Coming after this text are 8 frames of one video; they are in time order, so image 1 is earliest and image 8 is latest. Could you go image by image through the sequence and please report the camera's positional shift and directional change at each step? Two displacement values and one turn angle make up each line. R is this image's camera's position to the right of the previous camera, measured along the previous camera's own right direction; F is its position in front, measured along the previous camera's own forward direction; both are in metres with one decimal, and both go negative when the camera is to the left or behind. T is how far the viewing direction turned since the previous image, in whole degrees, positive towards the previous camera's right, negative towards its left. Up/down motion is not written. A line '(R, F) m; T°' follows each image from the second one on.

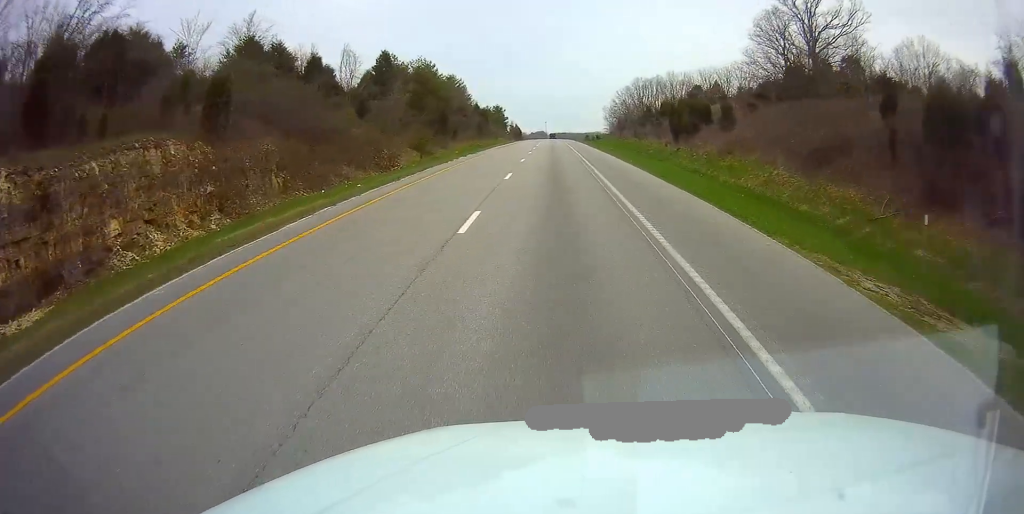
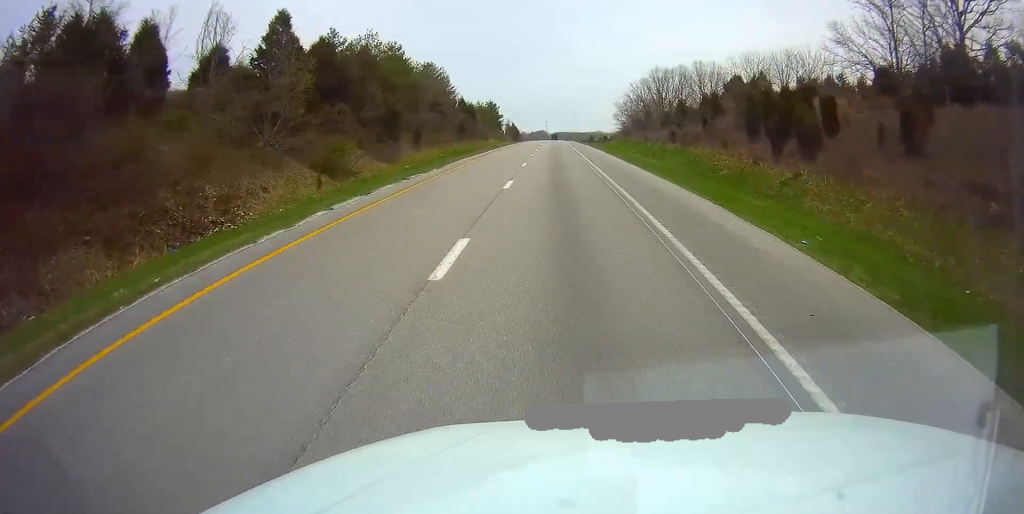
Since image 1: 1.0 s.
(+0.1, +27.8) m; 0°
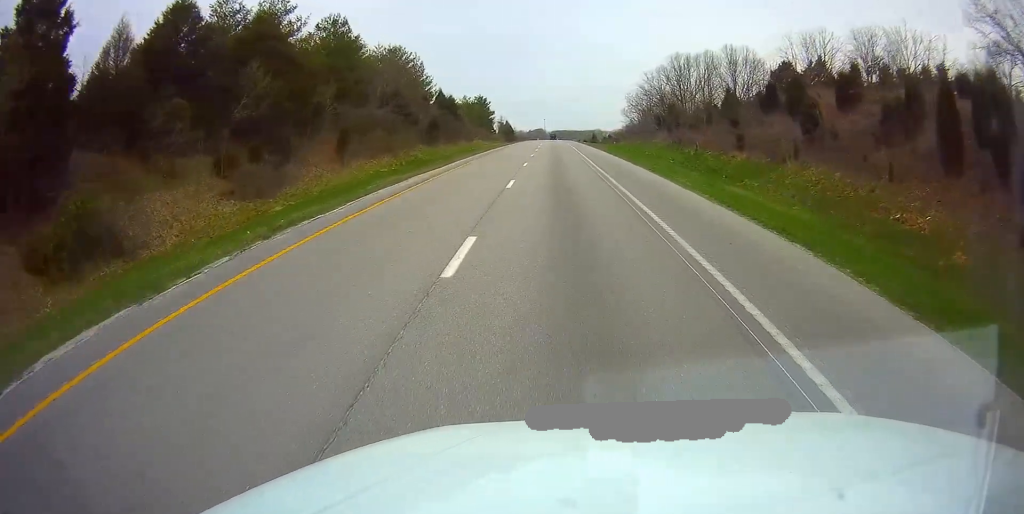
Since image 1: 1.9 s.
(0.0, +24.1) m; 0°
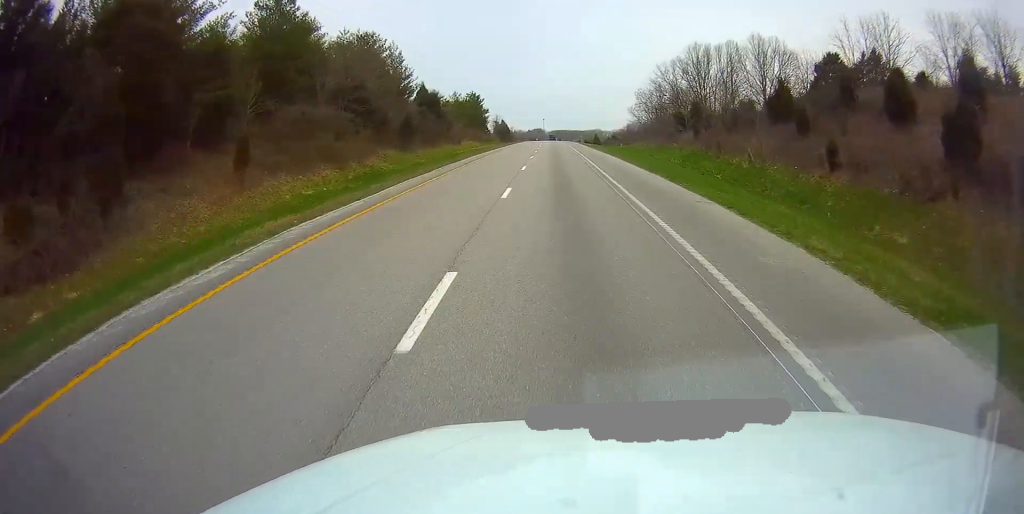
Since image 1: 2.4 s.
(+0.1, +14.9) m; 0°
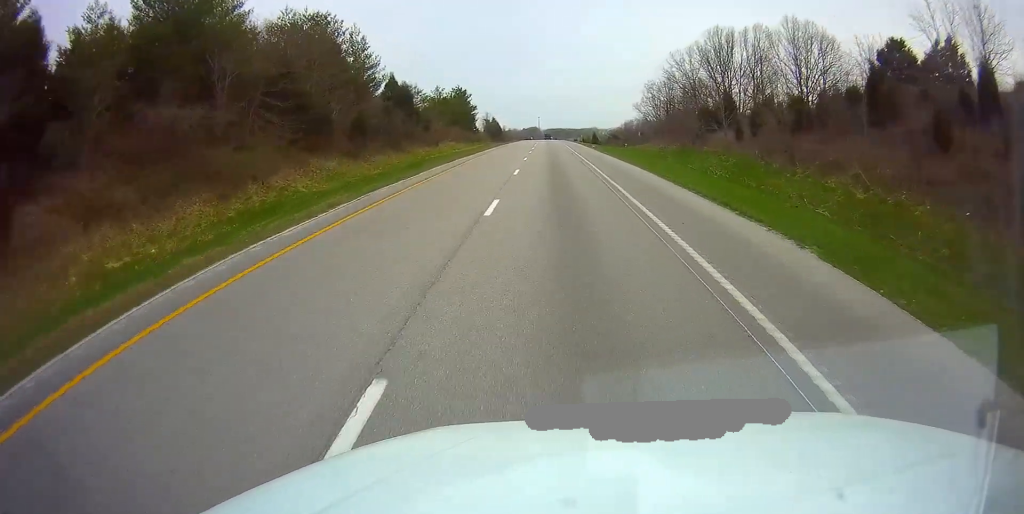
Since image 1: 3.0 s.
(0.0, +15.9) m; 0°
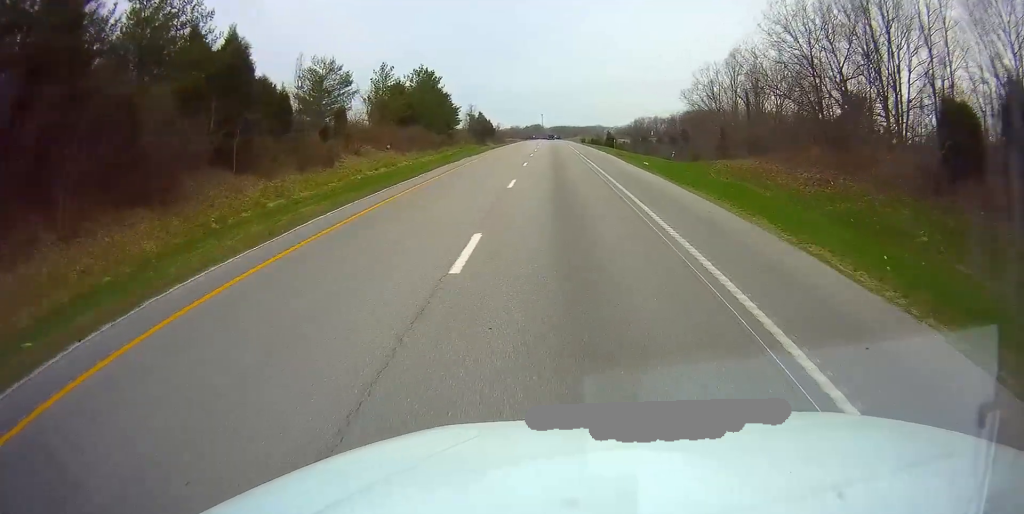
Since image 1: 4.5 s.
(0.0, +41.9) m; 0°
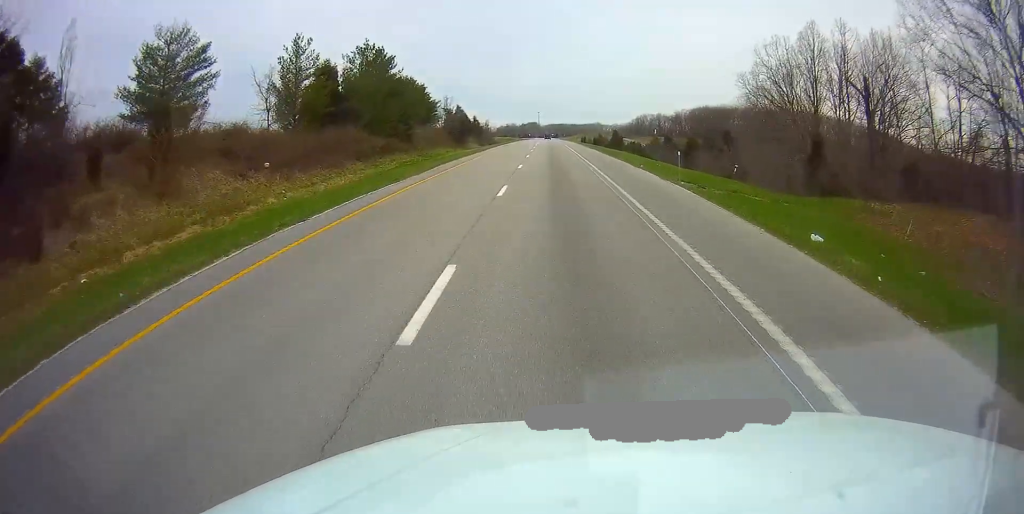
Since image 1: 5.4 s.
(0.0, +27.1) m; 0°
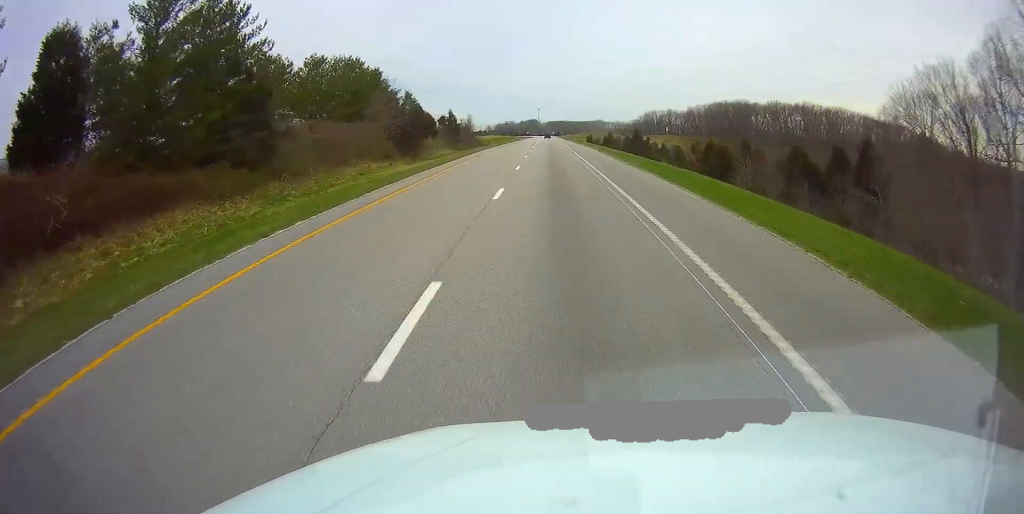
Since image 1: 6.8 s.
(0.0, +37.6) m; 0°
